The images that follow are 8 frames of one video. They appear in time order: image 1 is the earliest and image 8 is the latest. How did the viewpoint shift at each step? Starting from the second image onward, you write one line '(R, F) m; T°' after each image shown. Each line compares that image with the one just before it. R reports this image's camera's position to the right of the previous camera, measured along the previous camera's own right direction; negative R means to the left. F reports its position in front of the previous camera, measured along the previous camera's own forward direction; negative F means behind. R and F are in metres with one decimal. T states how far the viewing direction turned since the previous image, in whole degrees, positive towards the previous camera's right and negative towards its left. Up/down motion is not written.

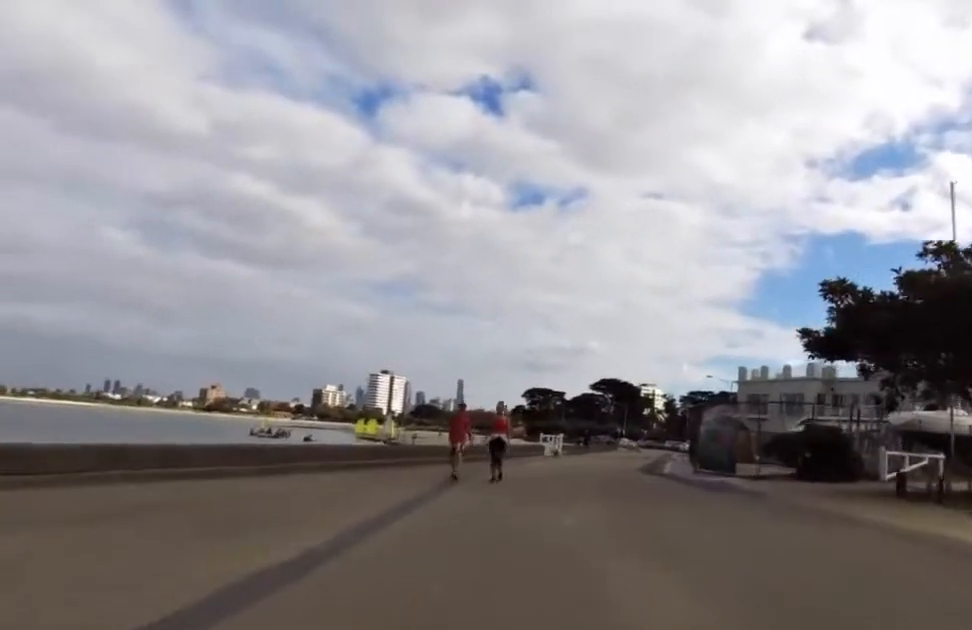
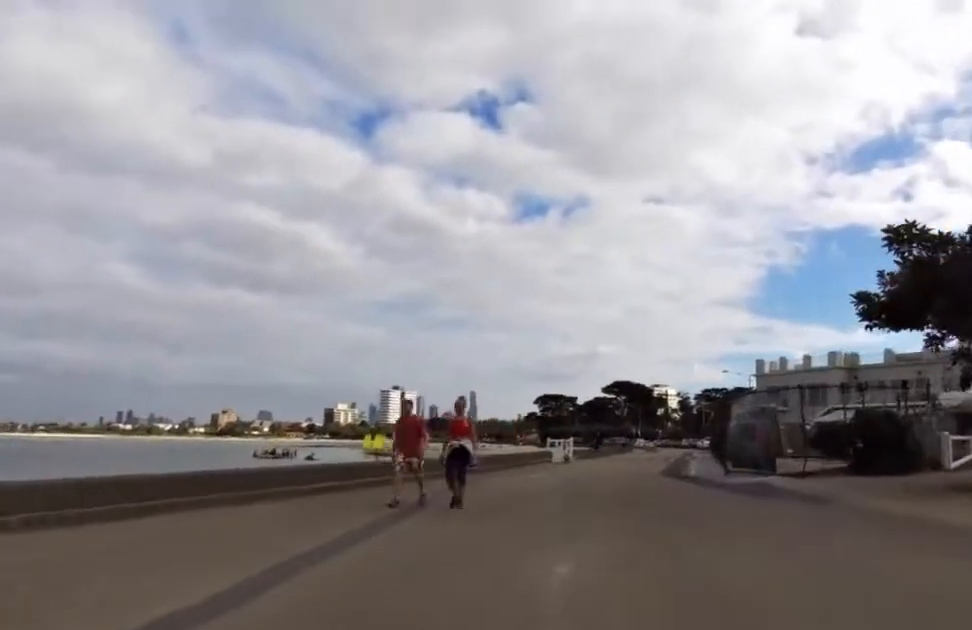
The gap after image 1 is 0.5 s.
(-0.5, +4.0) m; -5°
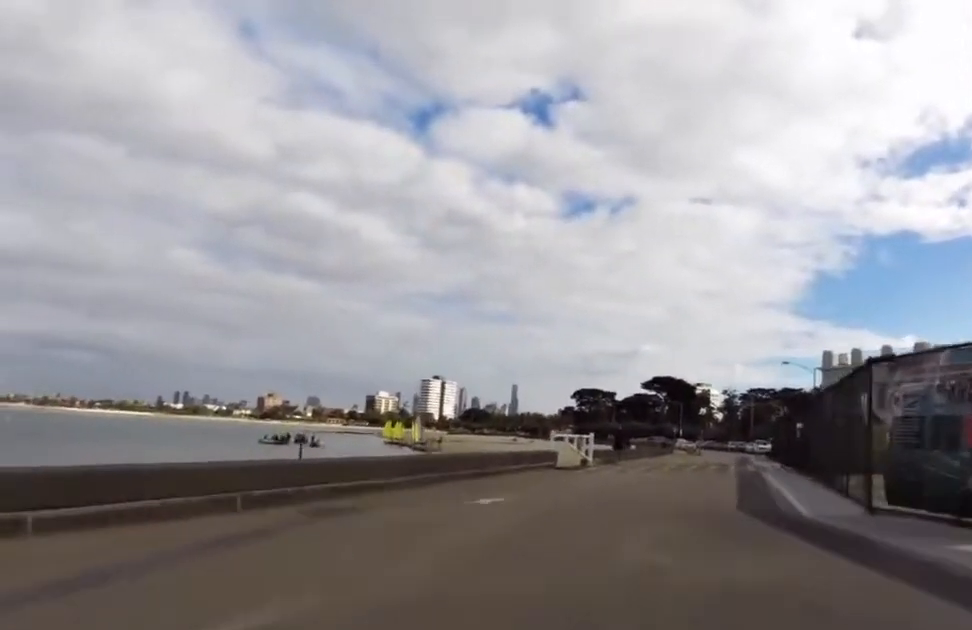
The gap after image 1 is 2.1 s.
(-0.3, +12.5) m; -1°
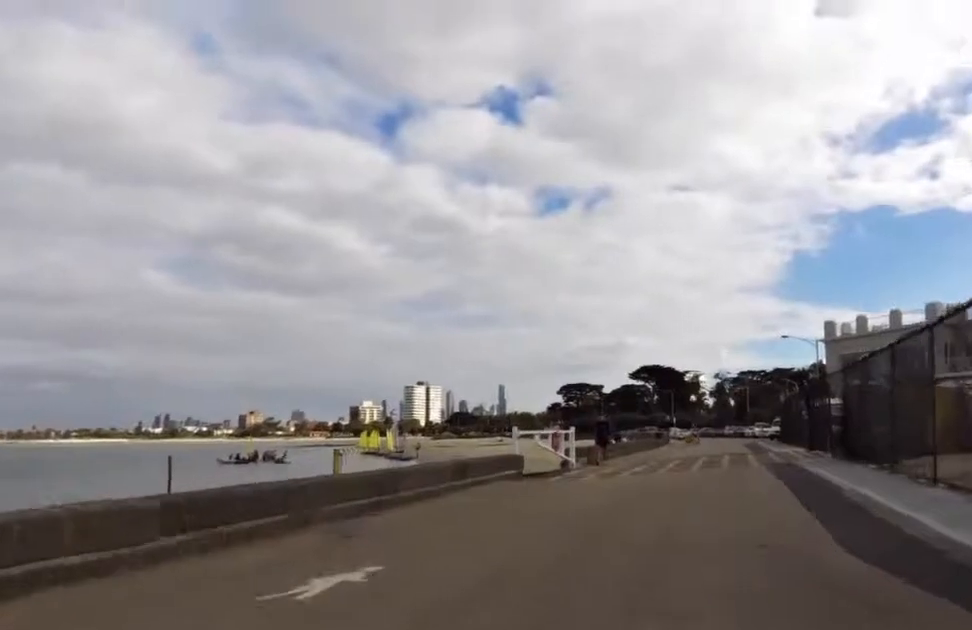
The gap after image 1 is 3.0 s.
(0.0, +6.8) m; 0°
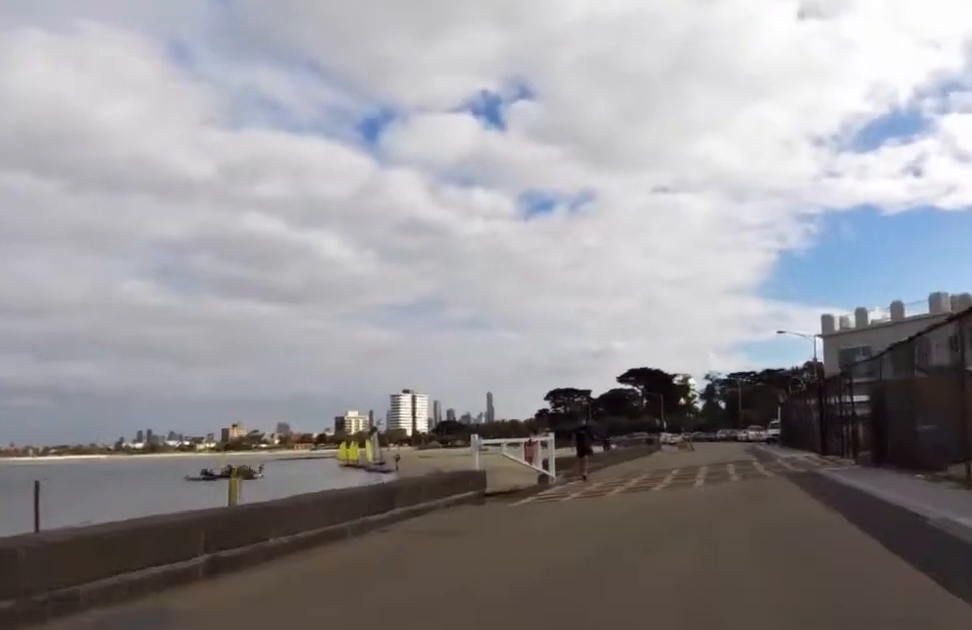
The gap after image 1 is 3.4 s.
(0.0, +3.6) m; 0°
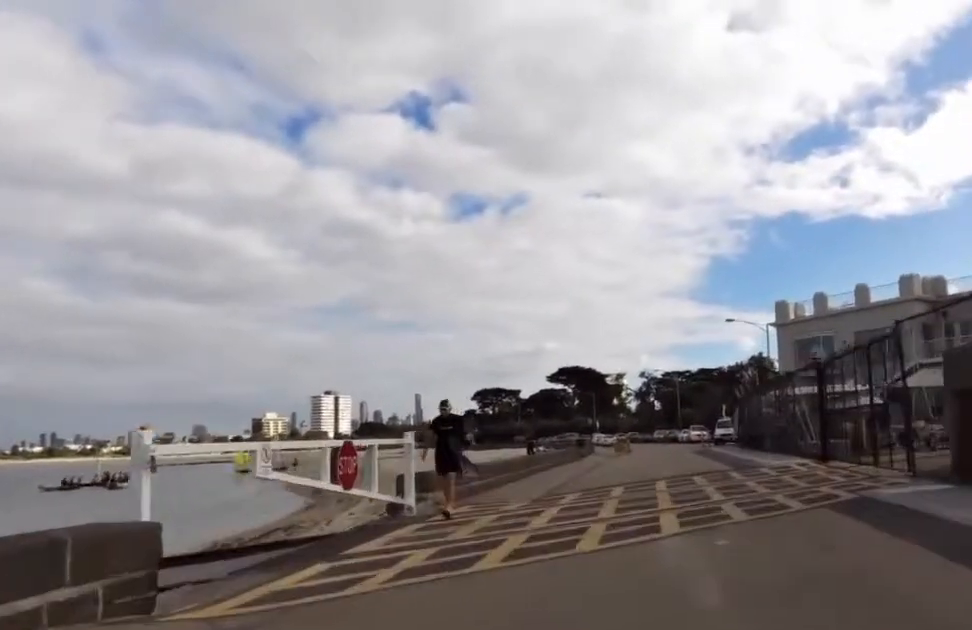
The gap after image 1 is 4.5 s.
(0.0, +8.1) m; +7°
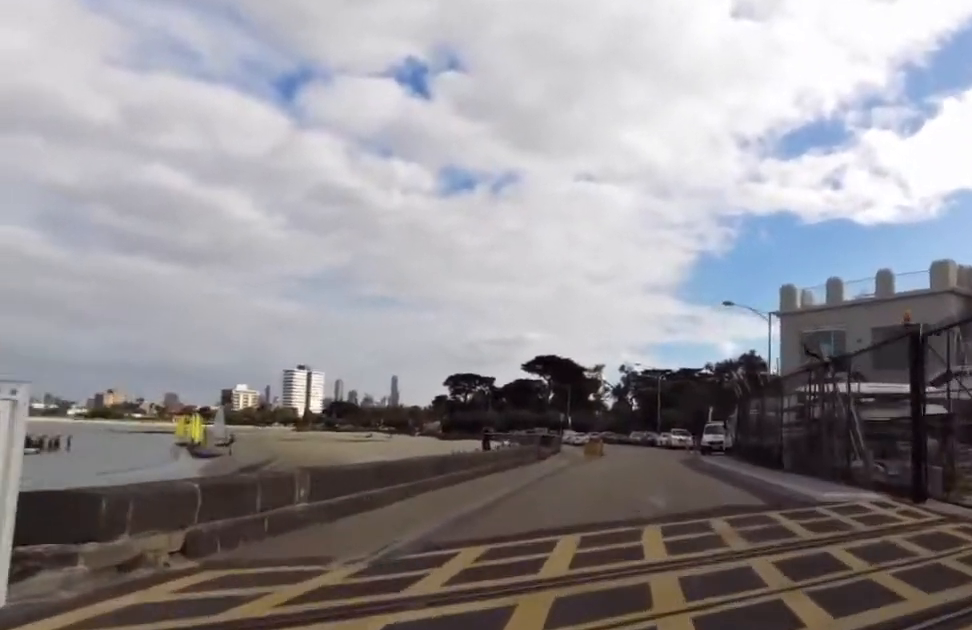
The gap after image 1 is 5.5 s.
(+1.0, +7.1) m; +3°
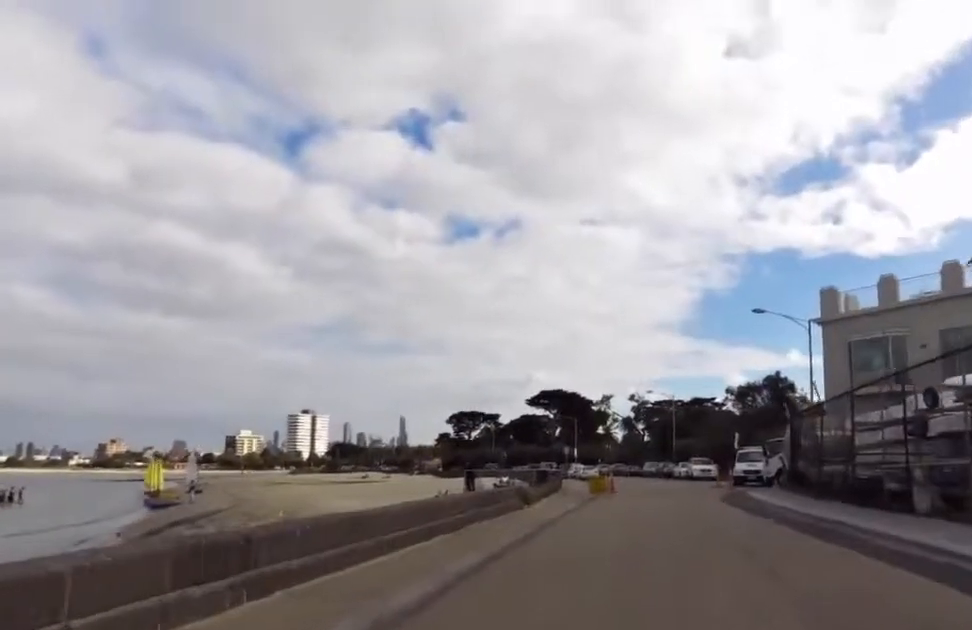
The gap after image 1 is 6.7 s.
(-0.8, +8.0) m; +1°
